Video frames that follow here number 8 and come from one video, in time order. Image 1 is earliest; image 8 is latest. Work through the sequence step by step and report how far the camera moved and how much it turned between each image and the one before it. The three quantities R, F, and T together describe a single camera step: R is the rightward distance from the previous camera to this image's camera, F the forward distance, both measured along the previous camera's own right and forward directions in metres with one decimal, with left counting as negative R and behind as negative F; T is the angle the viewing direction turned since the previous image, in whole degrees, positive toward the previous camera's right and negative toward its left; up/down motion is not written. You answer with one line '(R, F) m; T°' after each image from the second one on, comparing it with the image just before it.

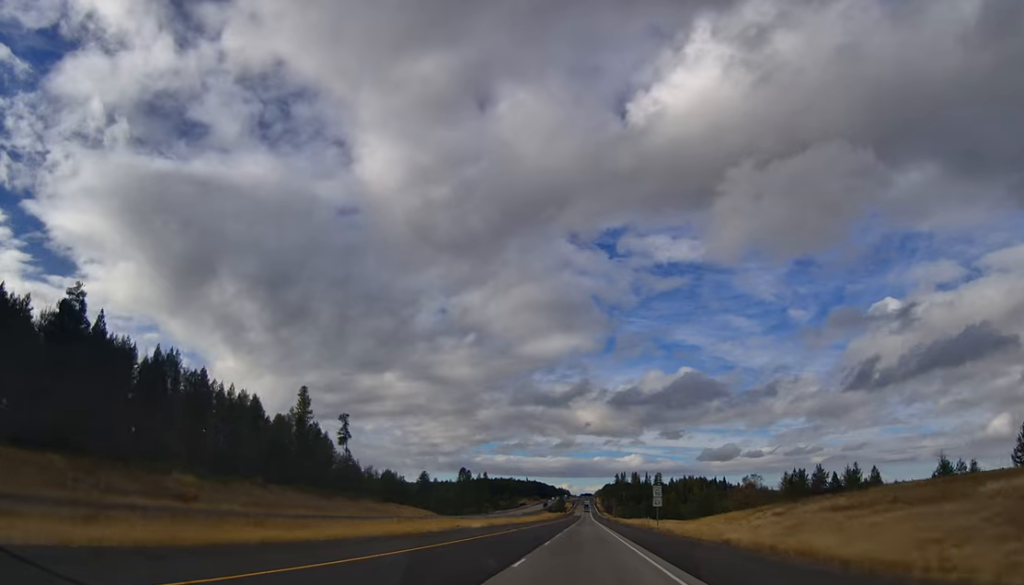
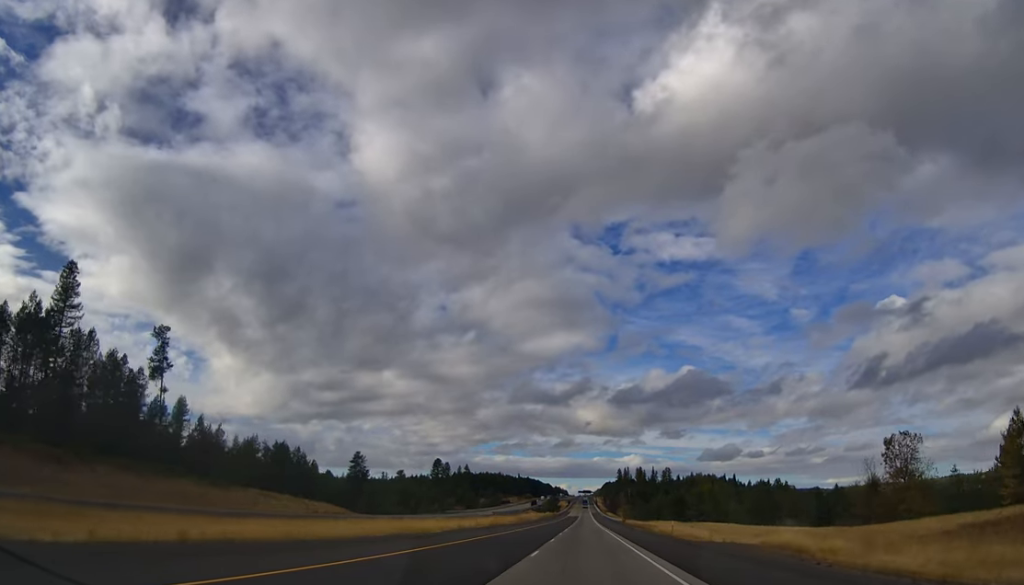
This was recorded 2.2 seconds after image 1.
(-1.0, +81.1) m; -1°
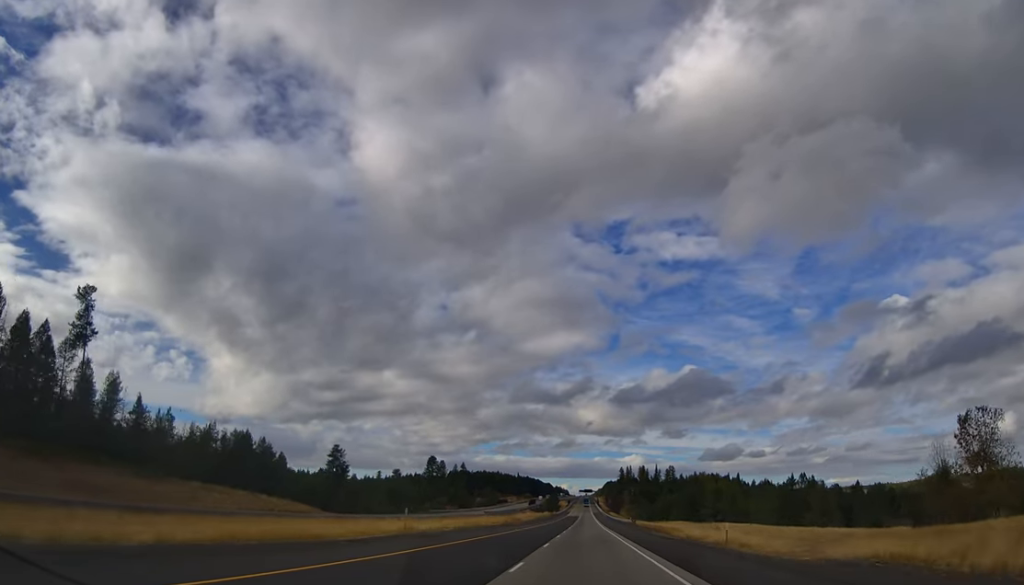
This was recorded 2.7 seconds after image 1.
(0.0, +18.4) m; 0°
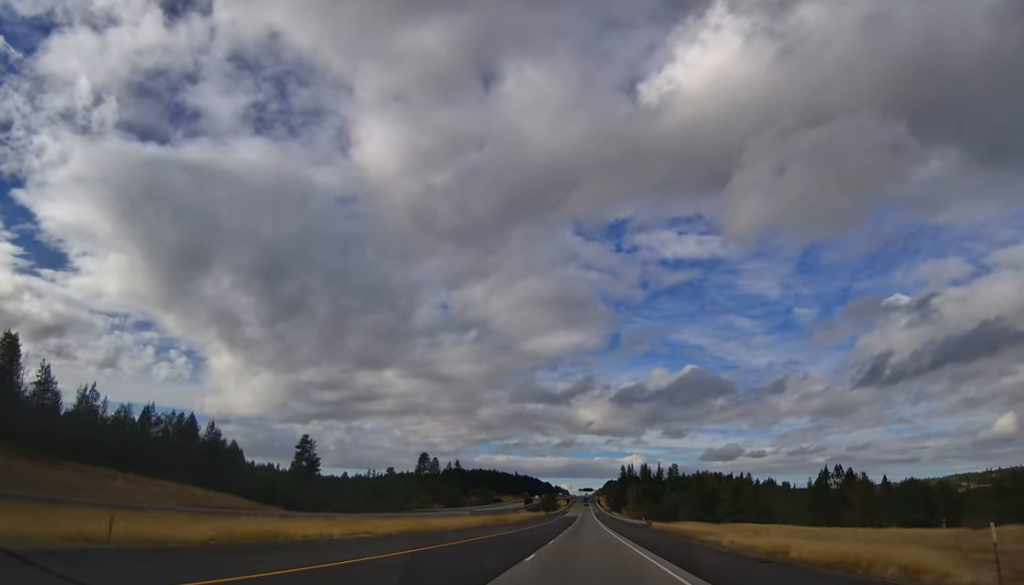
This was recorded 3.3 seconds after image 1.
(0.0, +20.9) m; +1°
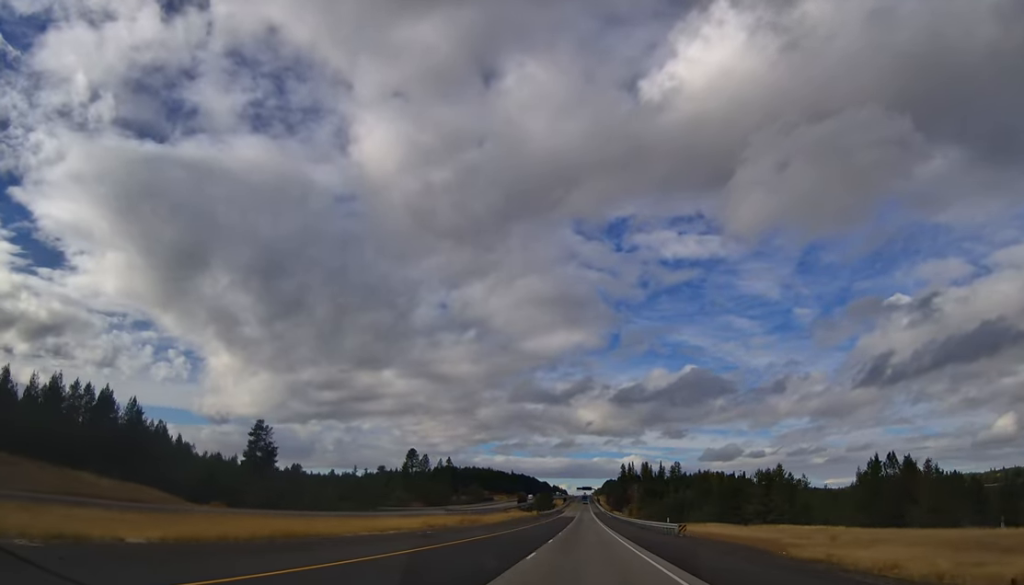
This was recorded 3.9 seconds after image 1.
(+0.3, +23.2) m; 0°
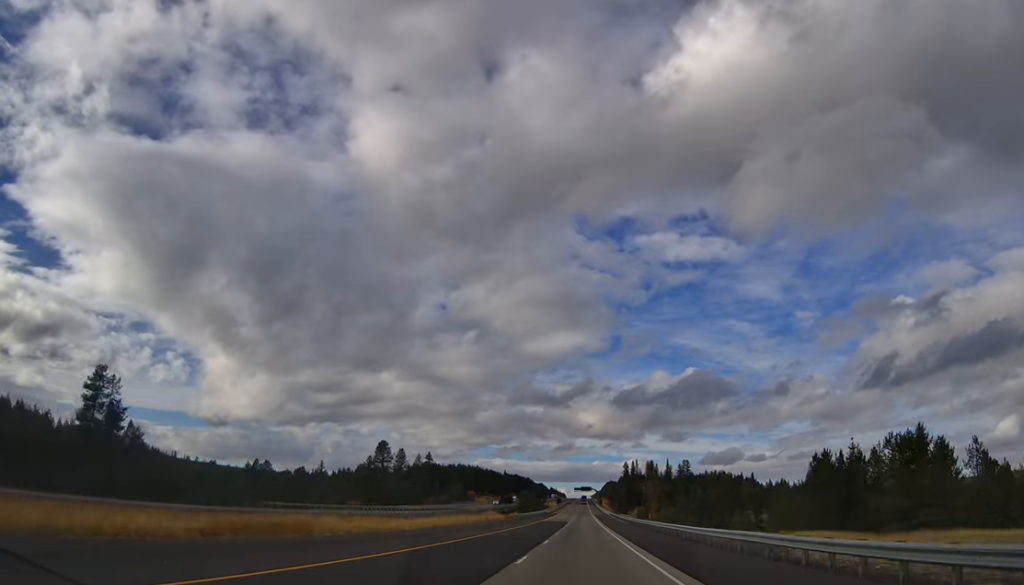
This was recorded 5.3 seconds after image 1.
(-0.2, +51.3) m; 0°
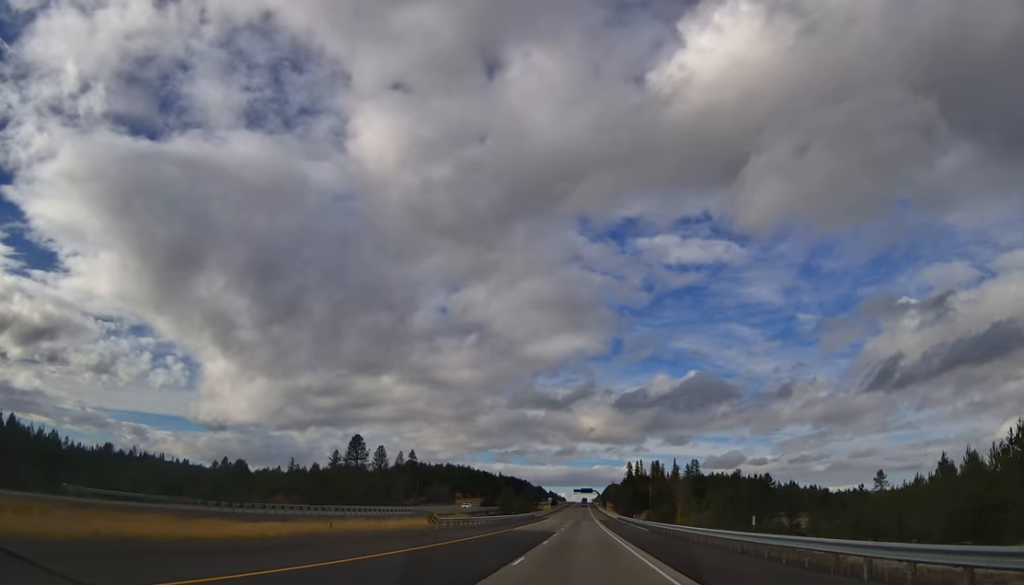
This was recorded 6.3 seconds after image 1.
(+0.2, +36.5) m; 0°
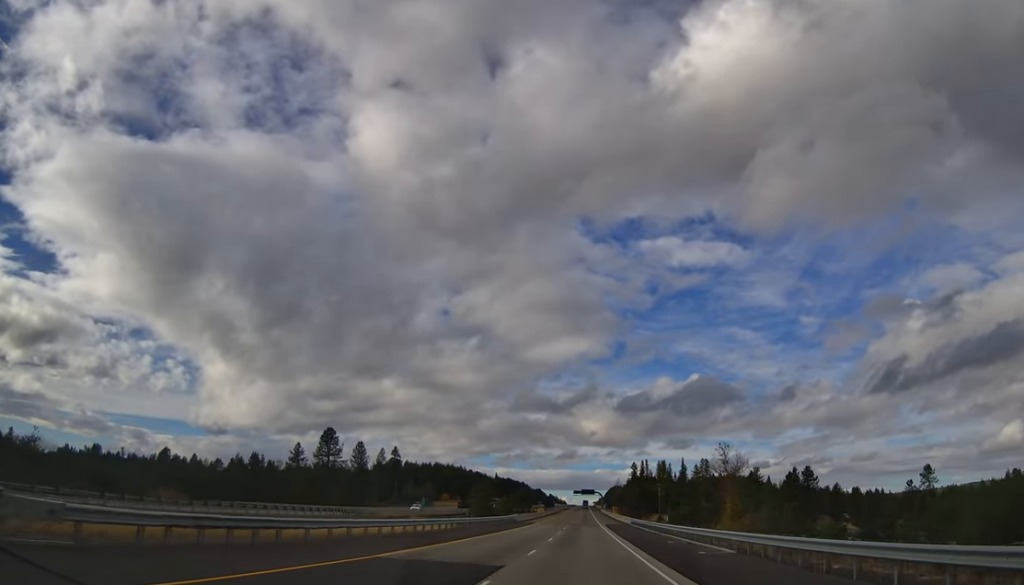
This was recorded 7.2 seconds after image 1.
(-0.4, +31.7) m; -1°
